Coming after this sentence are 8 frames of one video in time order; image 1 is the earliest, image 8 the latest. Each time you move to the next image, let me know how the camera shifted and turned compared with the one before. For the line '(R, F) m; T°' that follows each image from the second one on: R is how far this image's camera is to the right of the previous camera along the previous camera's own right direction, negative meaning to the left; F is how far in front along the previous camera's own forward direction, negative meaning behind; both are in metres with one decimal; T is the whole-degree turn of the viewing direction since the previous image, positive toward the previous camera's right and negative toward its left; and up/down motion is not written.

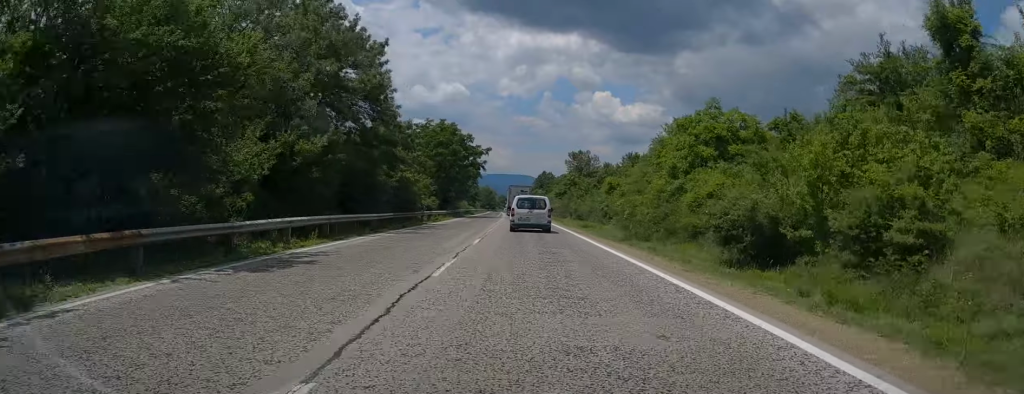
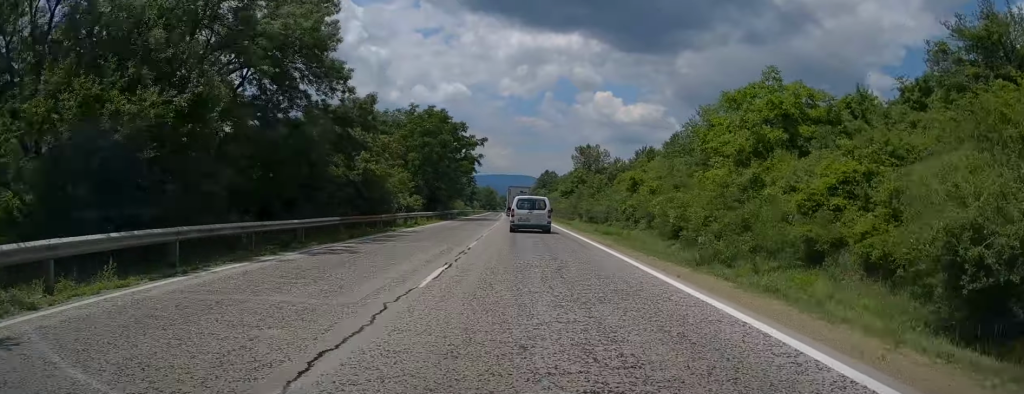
(+0.2, +10.0) m; 0°
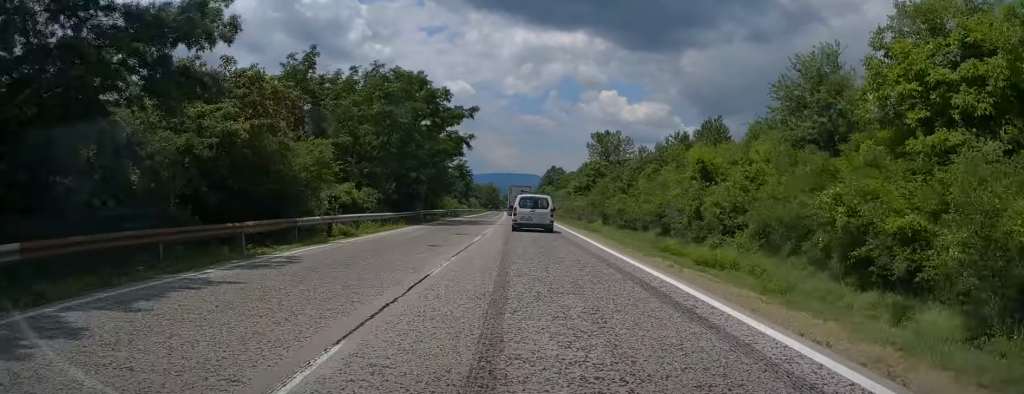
(-0.1, +15.7) m; -1°
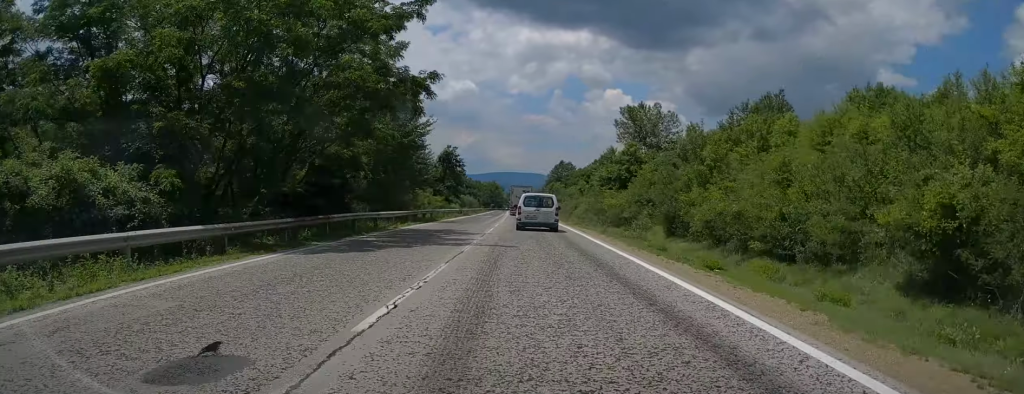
(-0.2, +20.0) m; -1°
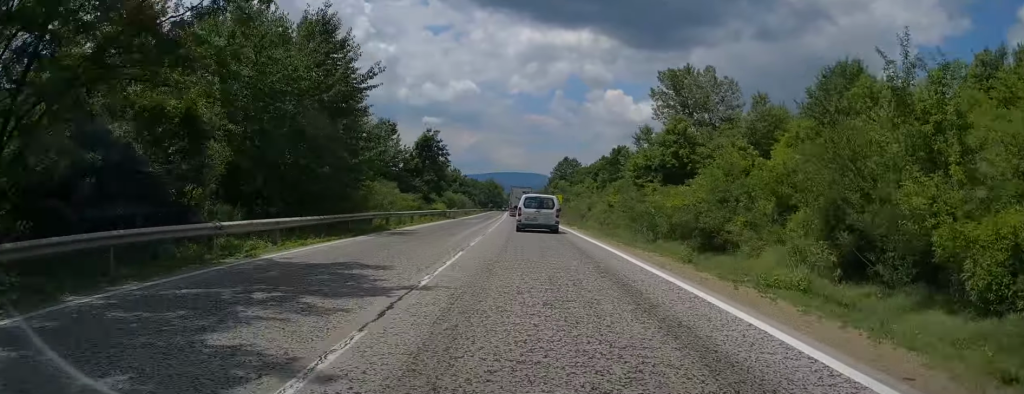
(0.0, +15.7) m; 0°
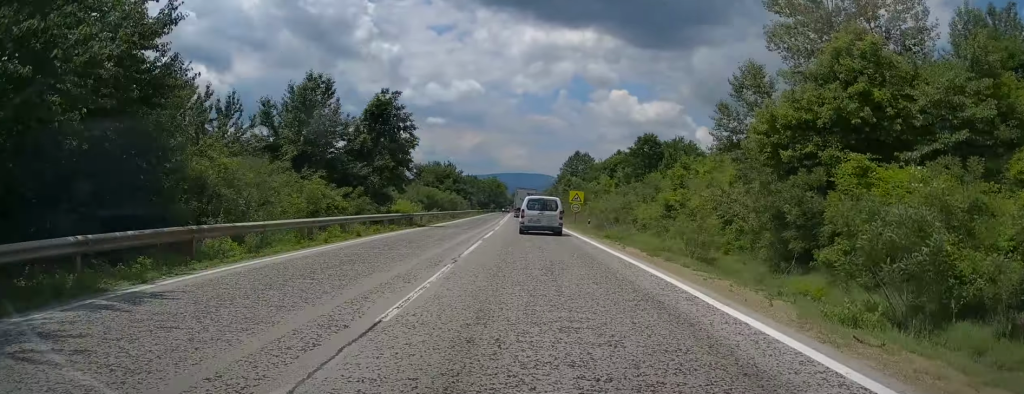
(0.0, +20.0) m; 0°
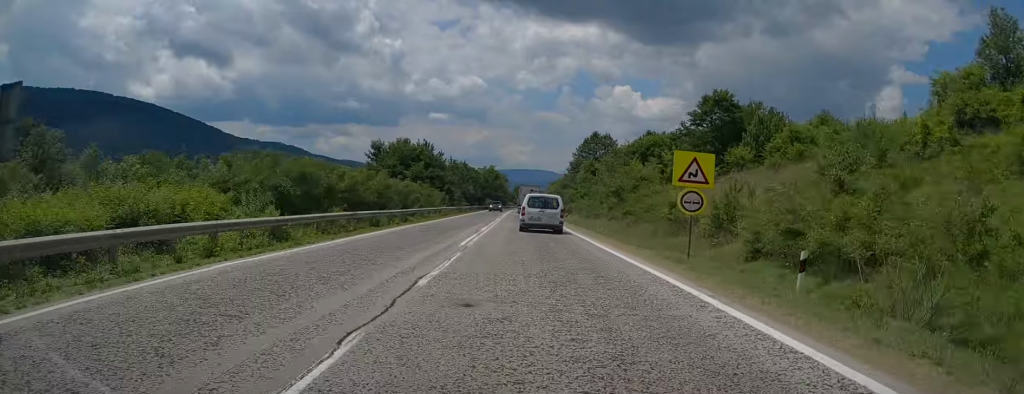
(-0.1, +33.3) m; 0°
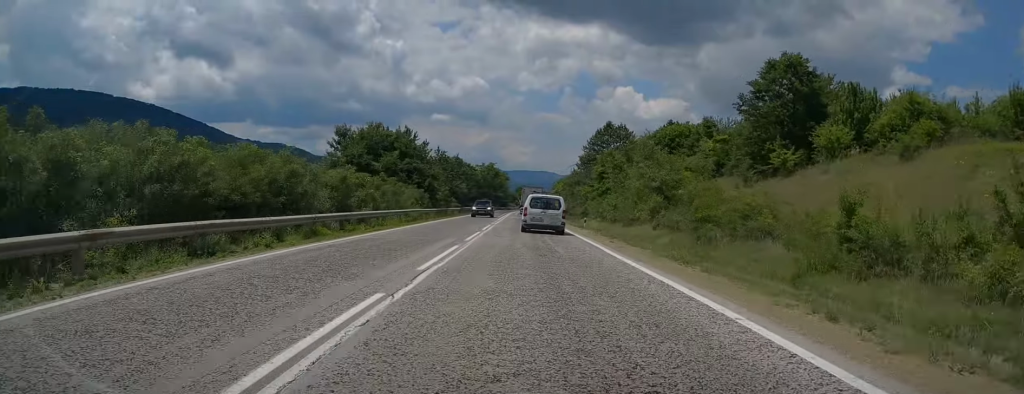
(0.0, +16.1) m; 0°
